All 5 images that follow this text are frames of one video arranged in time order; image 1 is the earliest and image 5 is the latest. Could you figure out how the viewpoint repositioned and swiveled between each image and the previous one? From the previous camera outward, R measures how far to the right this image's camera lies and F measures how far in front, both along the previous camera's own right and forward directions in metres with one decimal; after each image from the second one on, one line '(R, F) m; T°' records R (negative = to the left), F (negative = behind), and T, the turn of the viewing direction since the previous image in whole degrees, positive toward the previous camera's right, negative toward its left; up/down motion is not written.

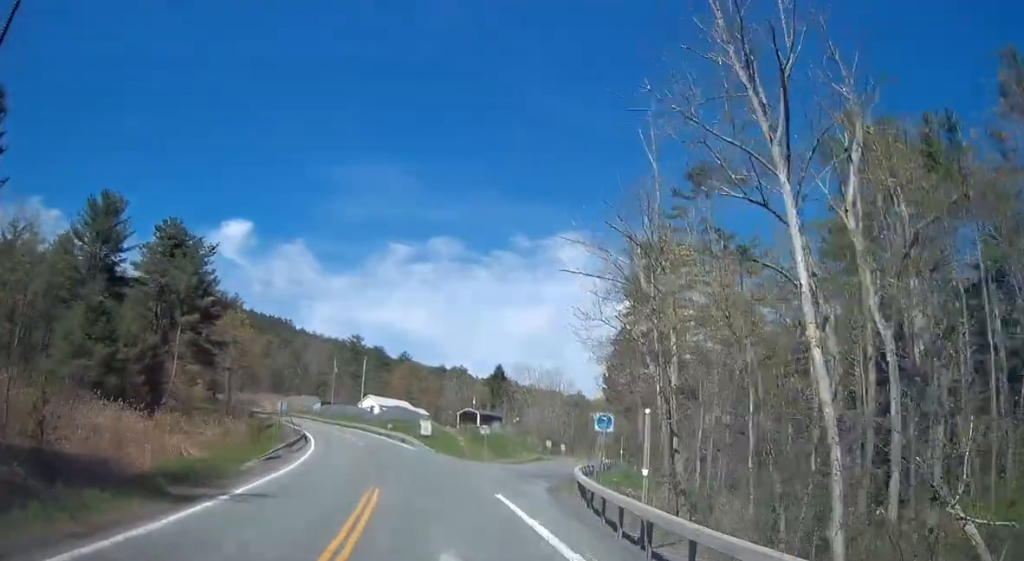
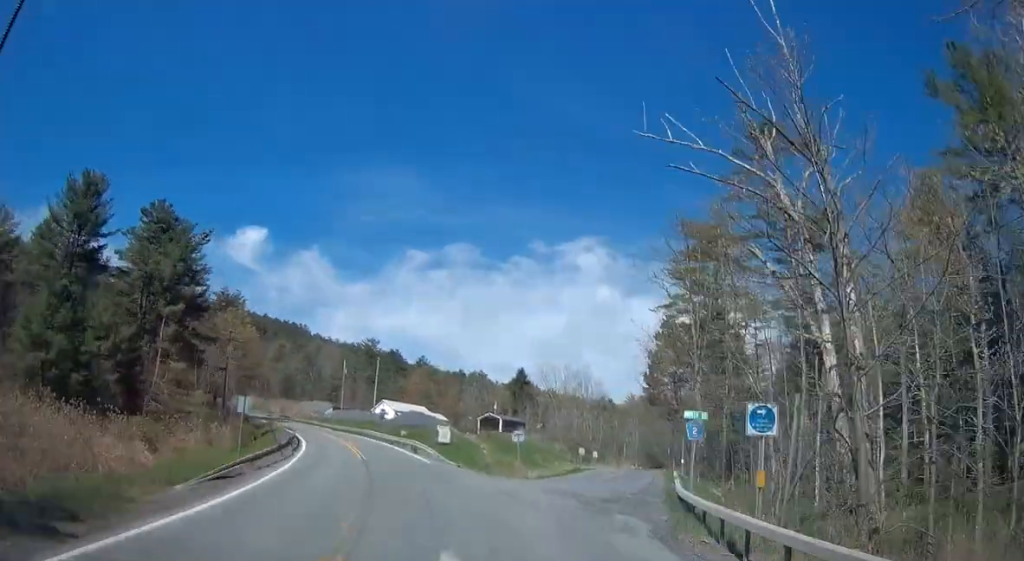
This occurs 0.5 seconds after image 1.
(-0.2, +9.3) m; -3°
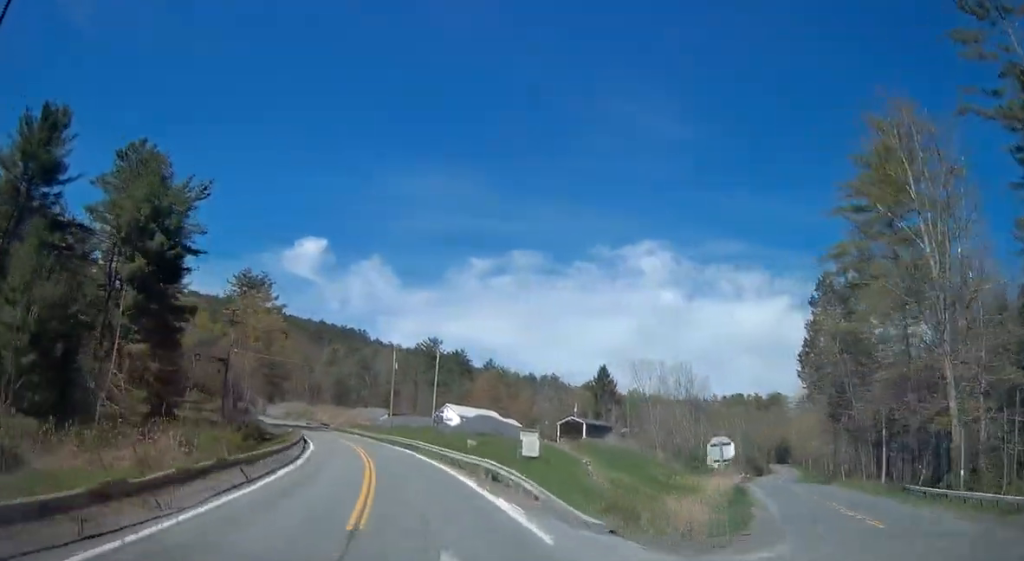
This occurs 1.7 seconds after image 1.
(-0.9, +20.5) m; -5°
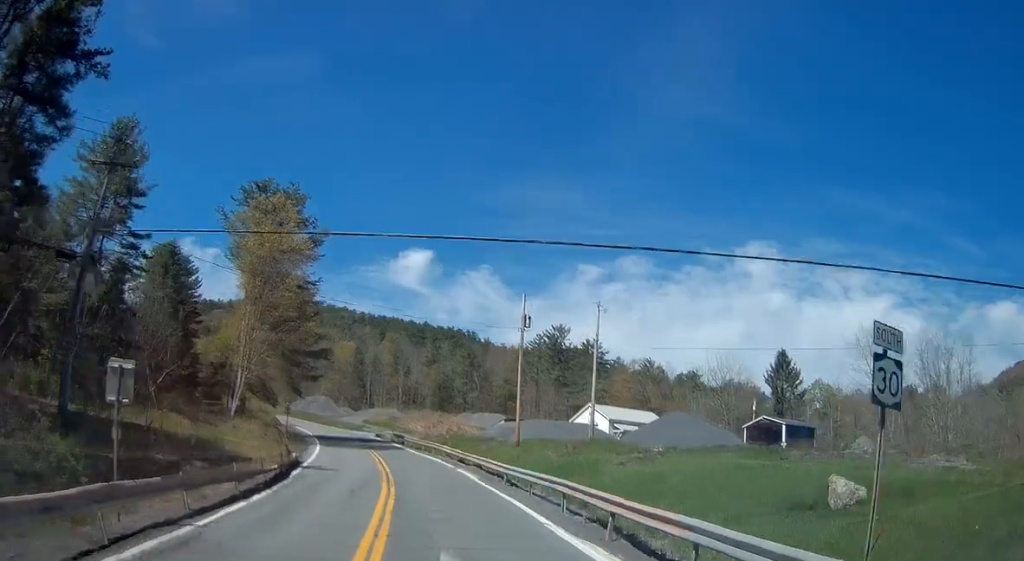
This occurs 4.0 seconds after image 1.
(-3.4, +38.8) m; -9°
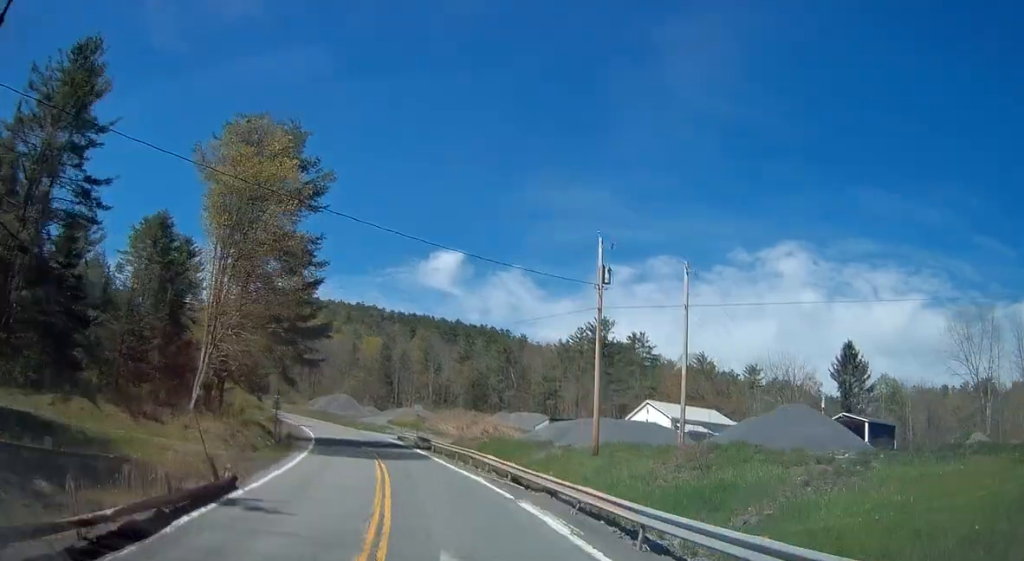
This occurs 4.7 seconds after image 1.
(-0.2, +12.6) m; -3°
